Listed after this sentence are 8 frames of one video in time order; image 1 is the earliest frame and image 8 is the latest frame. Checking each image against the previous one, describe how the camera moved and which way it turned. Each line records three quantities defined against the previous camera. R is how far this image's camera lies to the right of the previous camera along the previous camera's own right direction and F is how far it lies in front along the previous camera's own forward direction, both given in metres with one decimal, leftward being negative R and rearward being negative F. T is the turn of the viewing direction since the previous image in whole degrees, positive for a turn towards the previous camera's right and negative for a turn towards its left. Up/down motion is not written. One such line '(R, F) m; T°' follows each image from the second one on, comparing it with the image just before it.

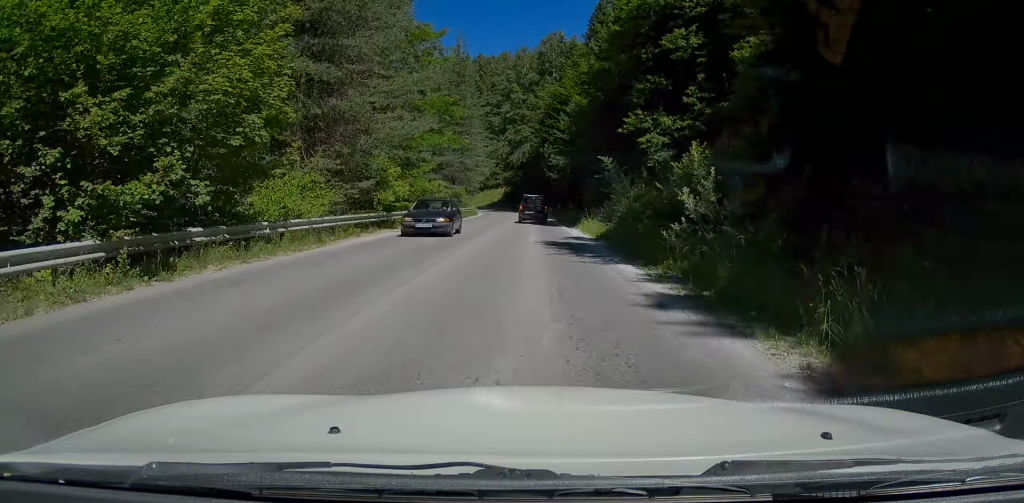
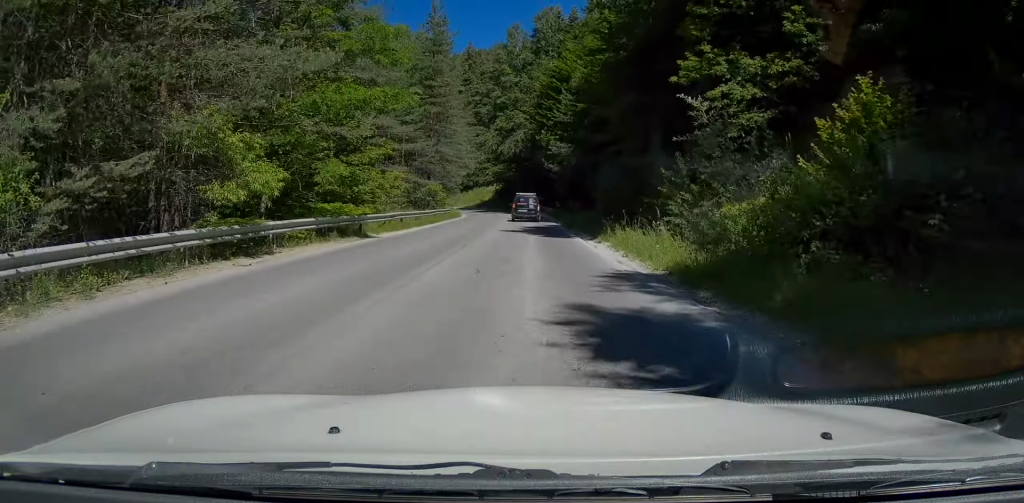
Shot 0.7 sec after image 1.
(0.0, +12.1) m; +1°
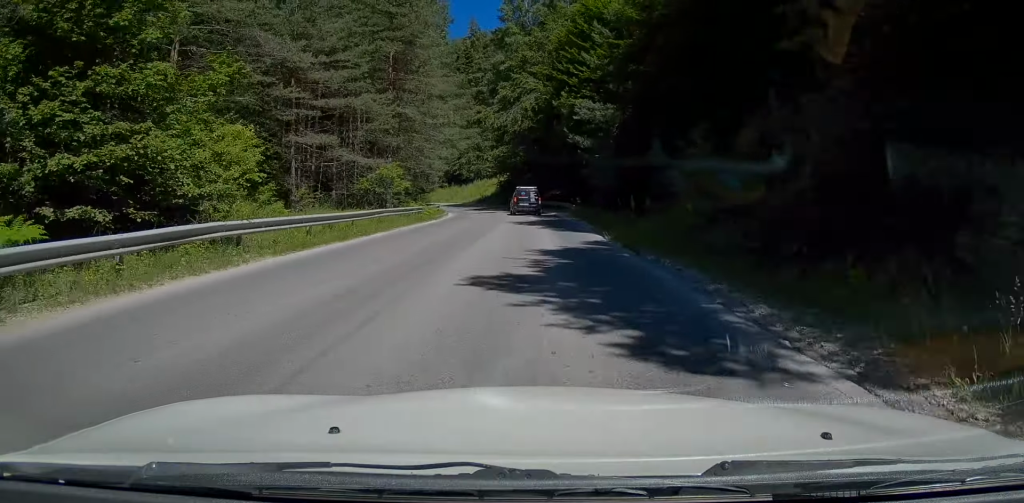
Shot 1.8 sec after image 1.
(+0.1, +17.4) m; 0°
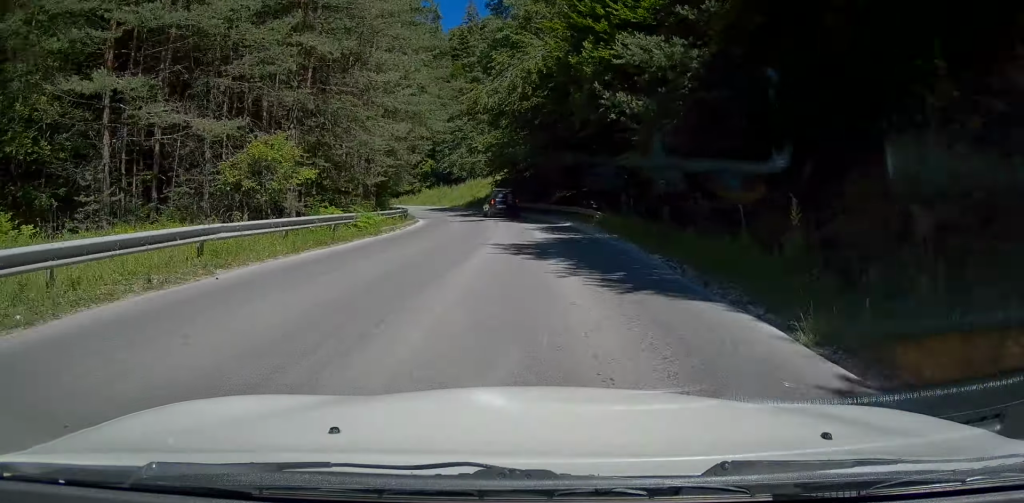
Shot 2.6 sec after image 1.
(-0.1, +12.9) m; -1°
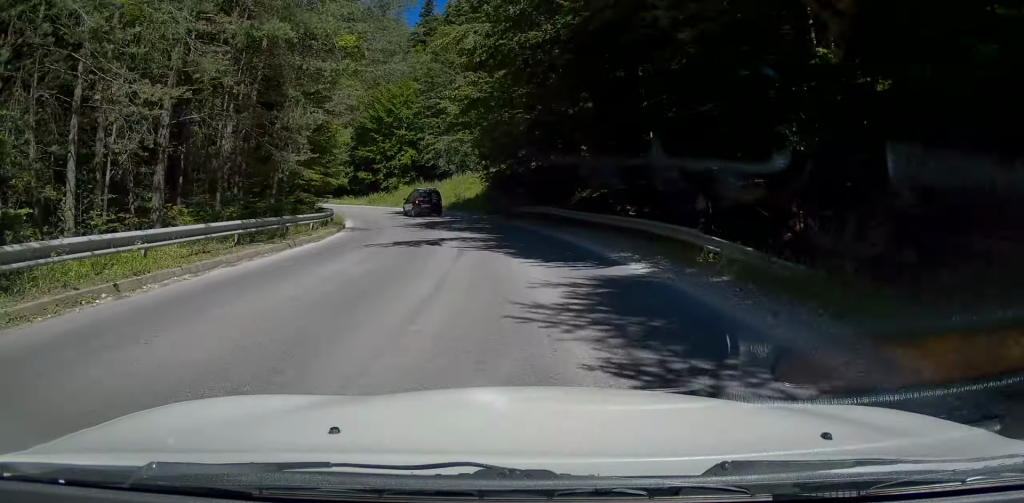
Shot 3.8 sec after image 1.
(0.0, +16.8) m; 0°
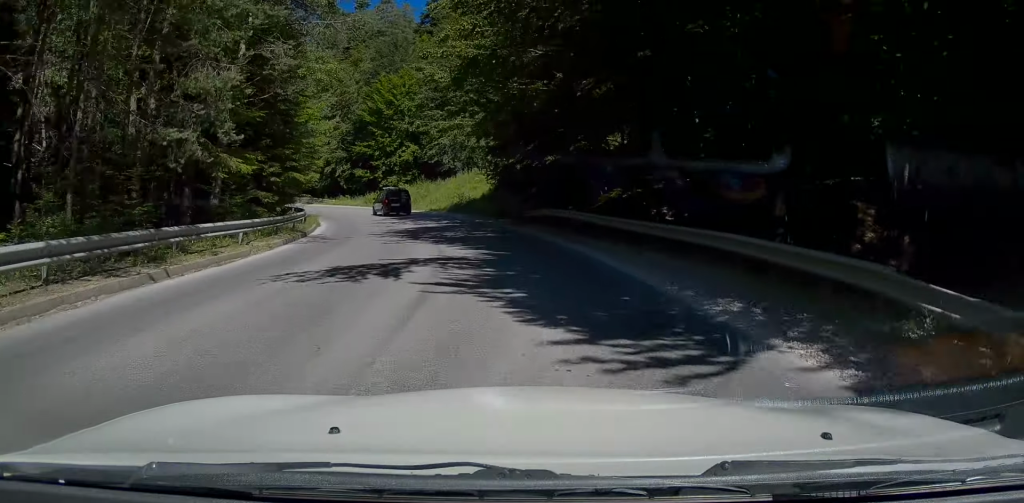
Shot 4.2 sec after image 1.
(+0.1, +6.1) m; 0°
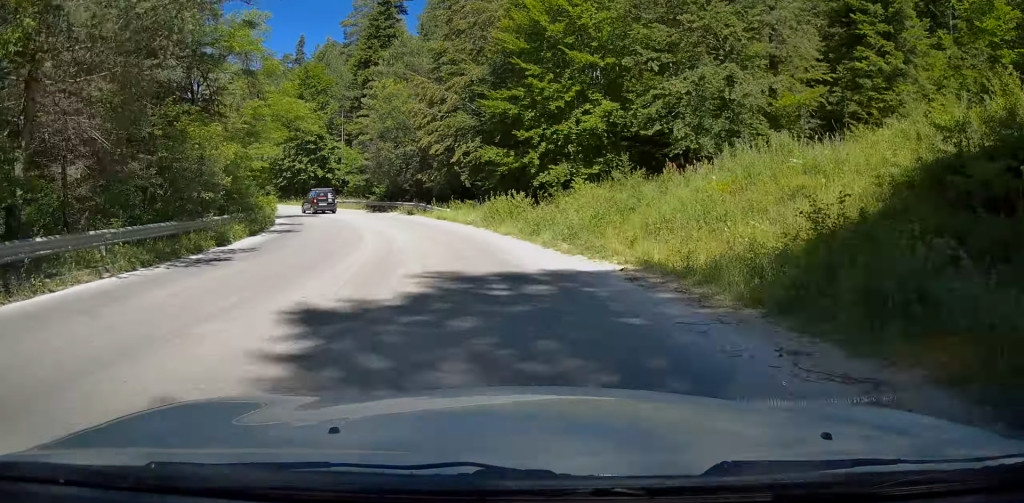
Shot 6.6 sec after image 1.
(-1.4, +33.9) m; -16°
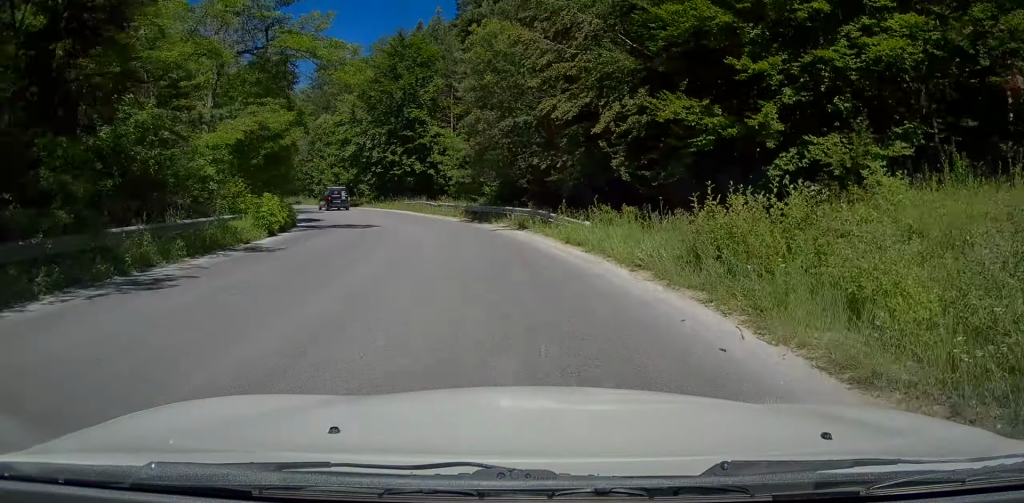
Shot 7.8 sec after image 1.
(-3.2, +15.4) m; -15°
